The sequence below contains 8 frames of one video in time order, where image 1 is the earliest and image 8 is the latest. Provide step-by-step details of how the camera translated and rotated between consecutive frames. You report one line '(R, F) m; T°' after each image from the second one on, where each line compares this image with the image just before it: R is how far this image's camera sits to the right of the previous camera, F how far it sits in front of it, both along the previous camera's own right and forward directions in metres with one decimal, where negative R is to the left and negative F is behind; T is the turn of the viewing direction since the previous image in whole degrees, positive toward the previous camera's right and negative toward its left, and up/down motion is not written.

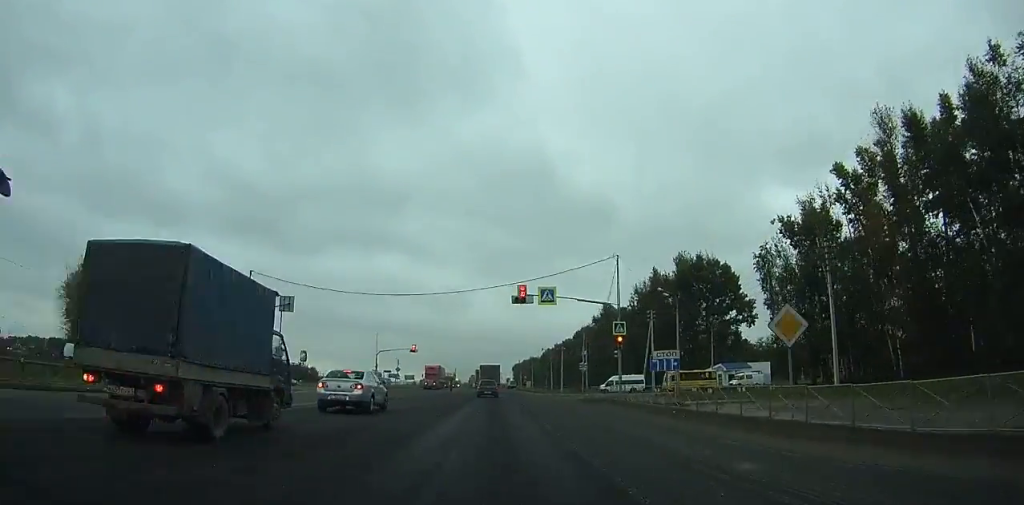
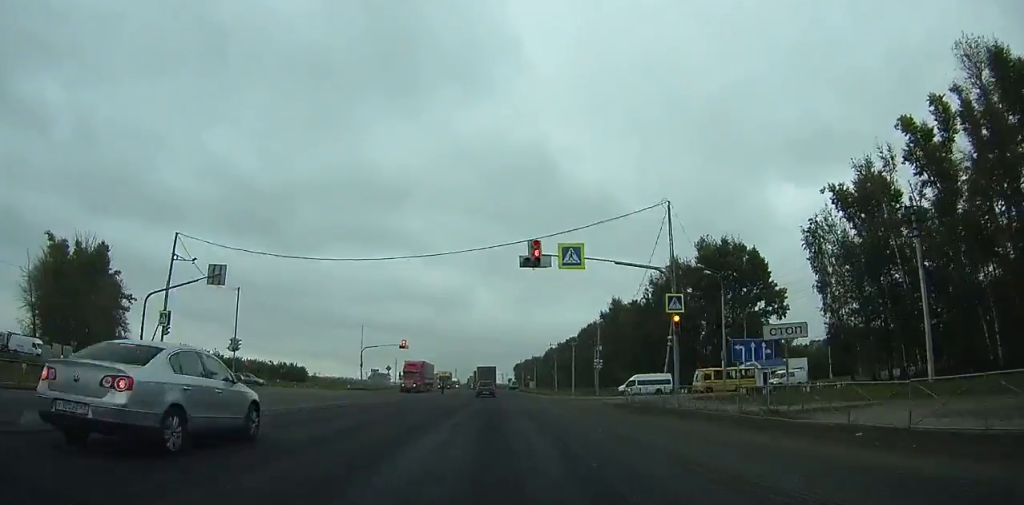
(0.0, +13.5) m; 0°
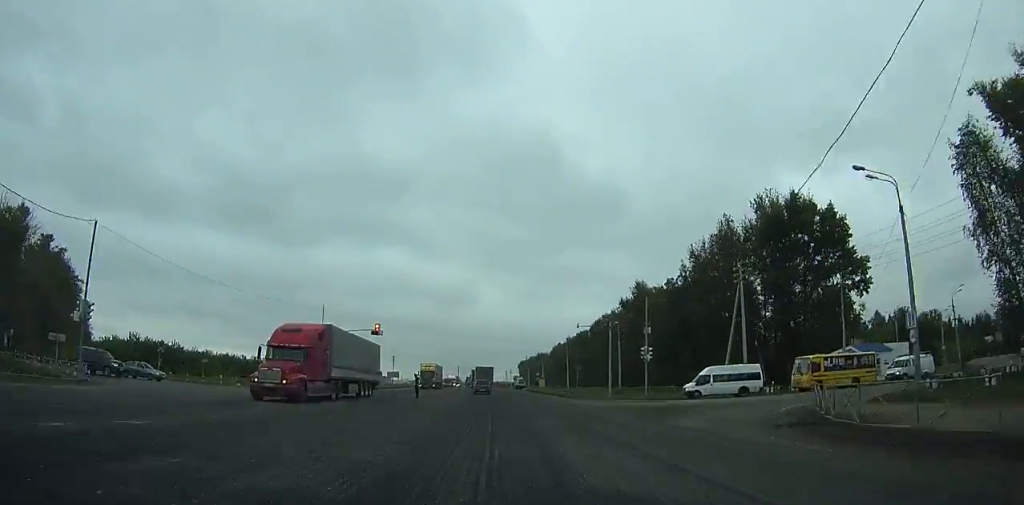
(0.0, +25.6) m; 0°
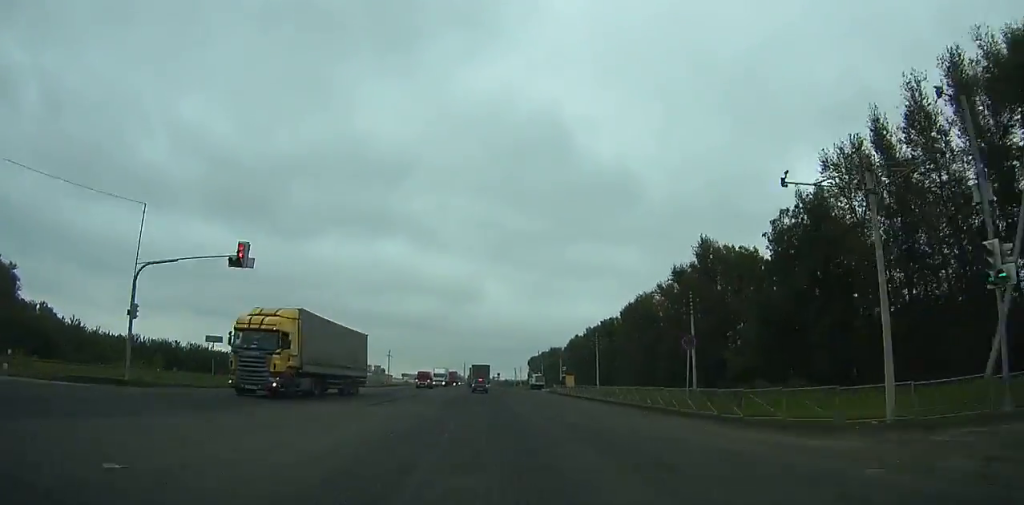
(-0.2, +39.6) m; -1°
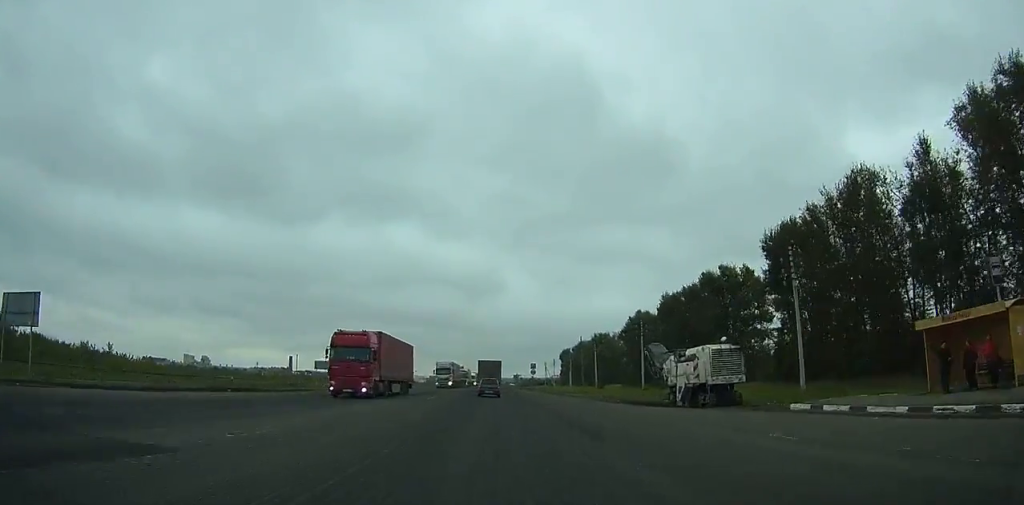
(-1.4, +83.5) m; -2°
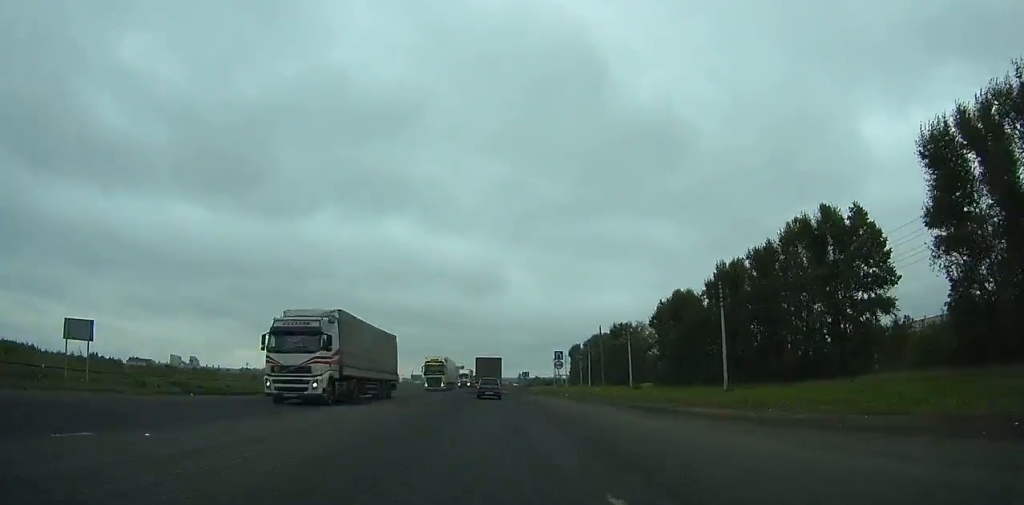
(0.0, +40.3) m; 0°
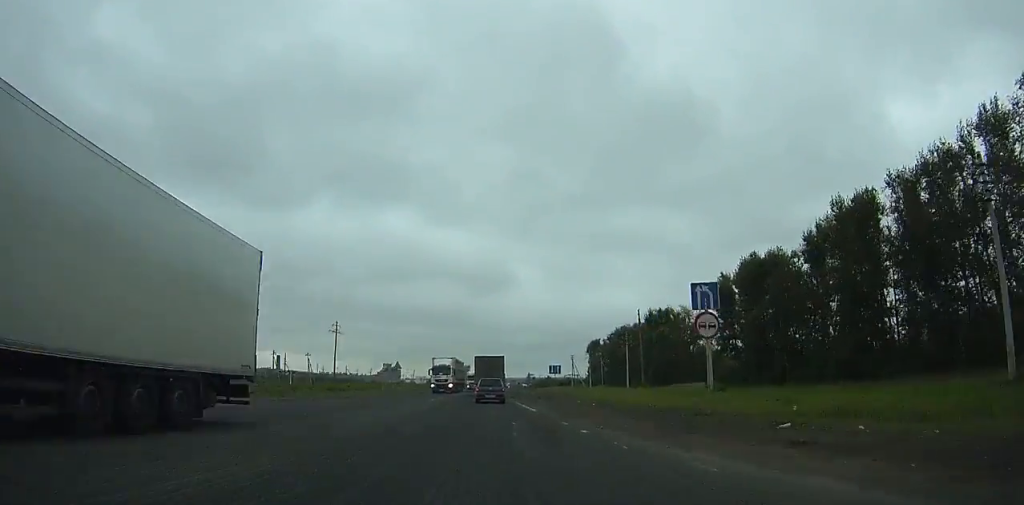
(-0.2, +42.1) m; 0°
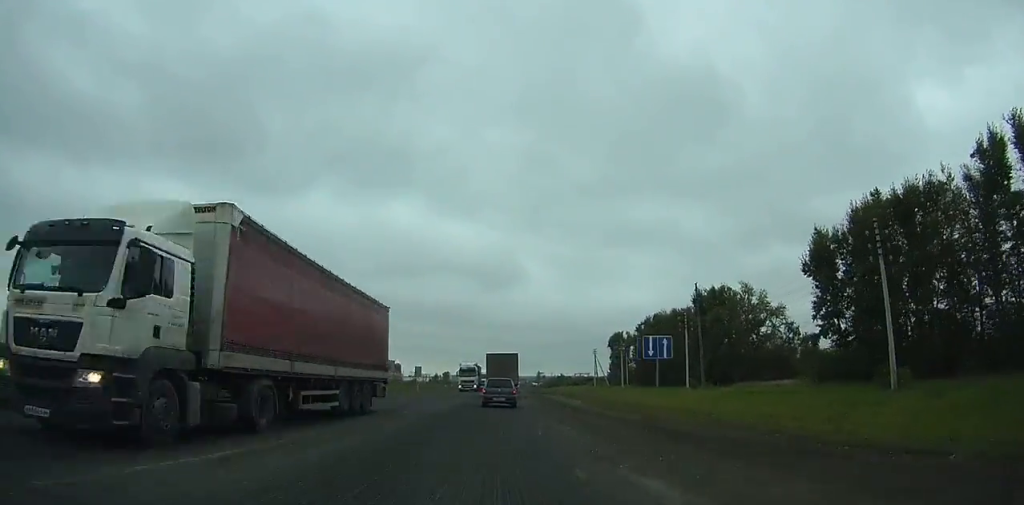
(0.0, +38.4) m; 0°
